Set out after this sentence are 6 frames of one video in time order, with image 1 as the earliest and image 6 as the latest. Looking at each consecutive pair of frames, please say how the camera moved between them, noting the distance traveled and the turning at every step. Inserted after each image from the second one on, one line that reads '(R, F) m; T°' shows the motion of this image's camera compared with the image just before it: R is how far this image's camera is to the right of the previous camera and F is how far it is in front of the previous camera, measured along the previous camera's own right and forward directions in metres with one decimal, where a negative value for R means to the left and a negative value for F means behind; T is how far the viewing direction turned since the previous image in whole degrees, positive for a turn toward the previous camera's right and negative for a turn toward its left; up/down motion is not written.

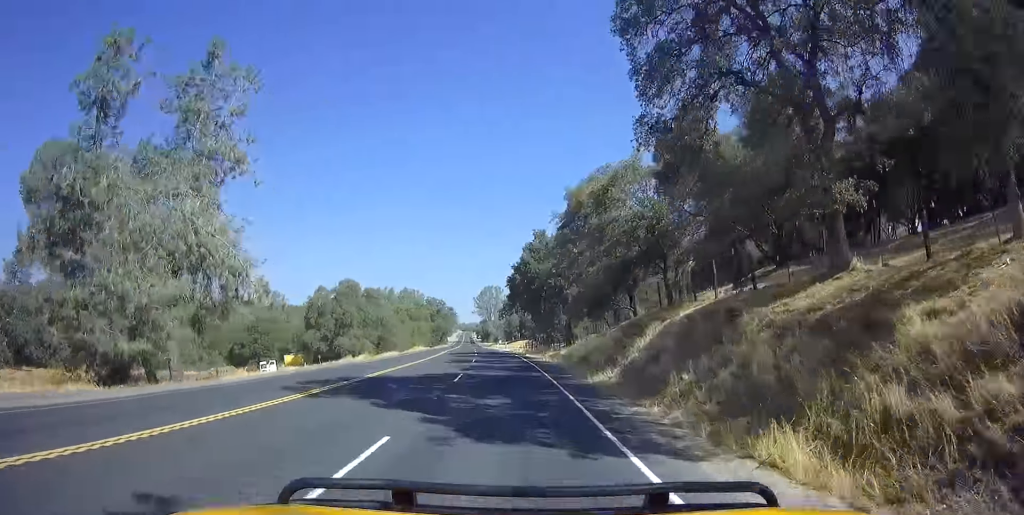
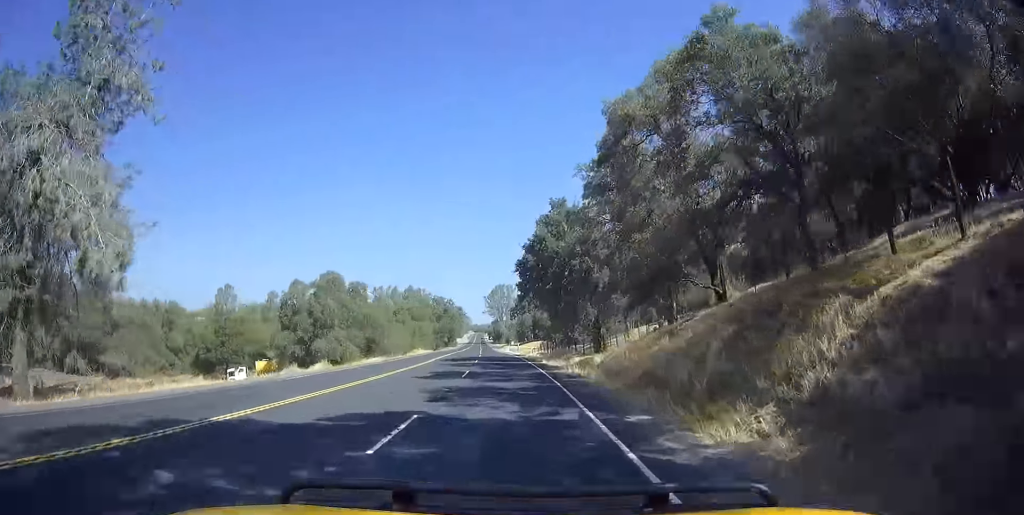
(+0.3, +12.0) m; -2°
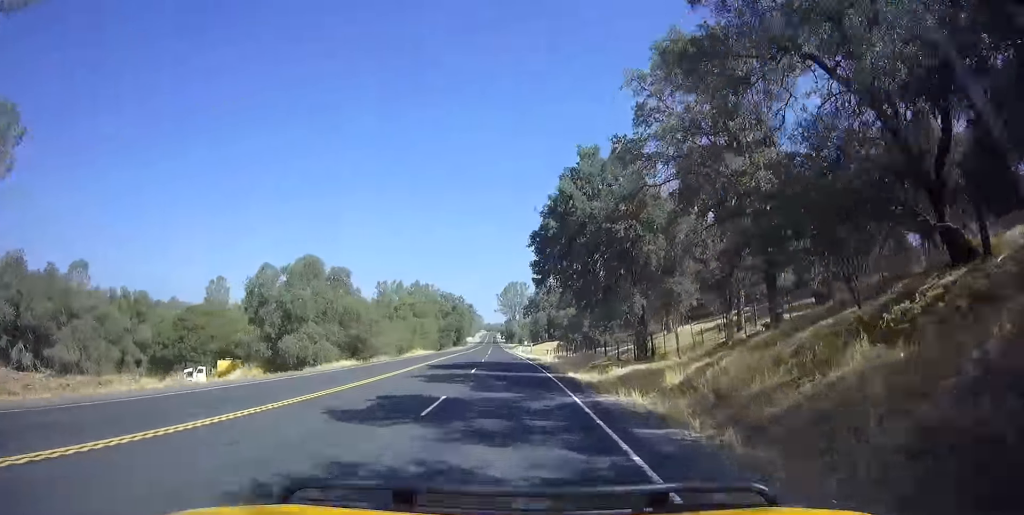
(-0.6, +11.3) m; -1°
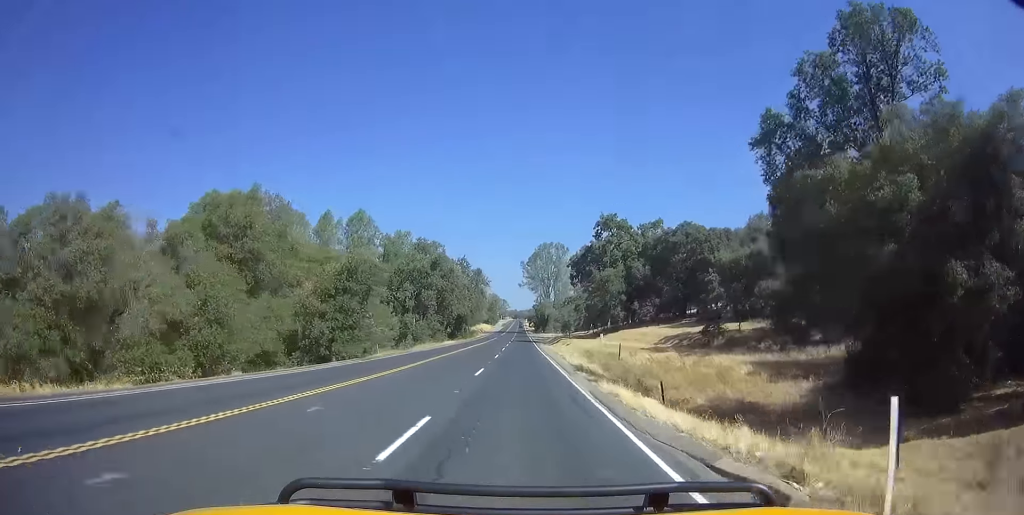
(-2.1, +78.9) m; -2°
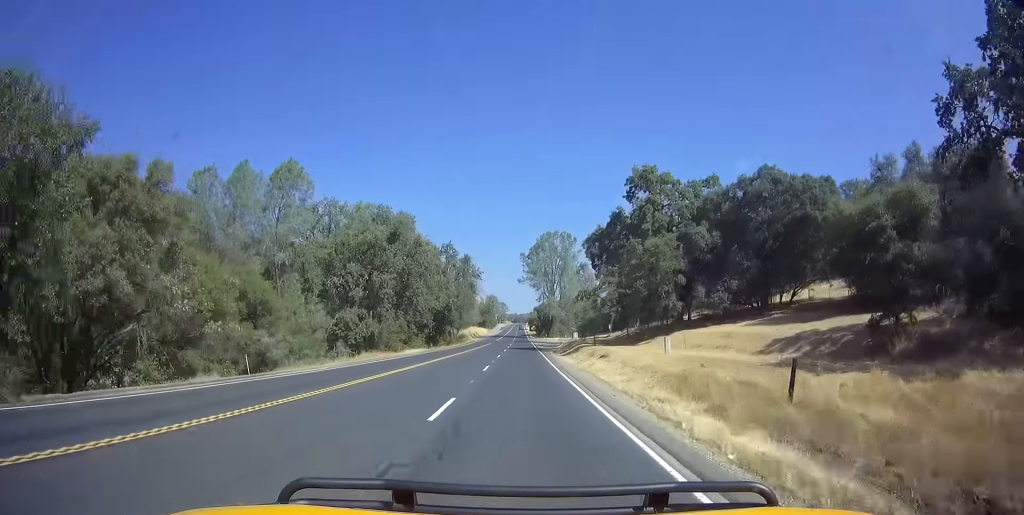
(0.0, +26.5) m; 0°
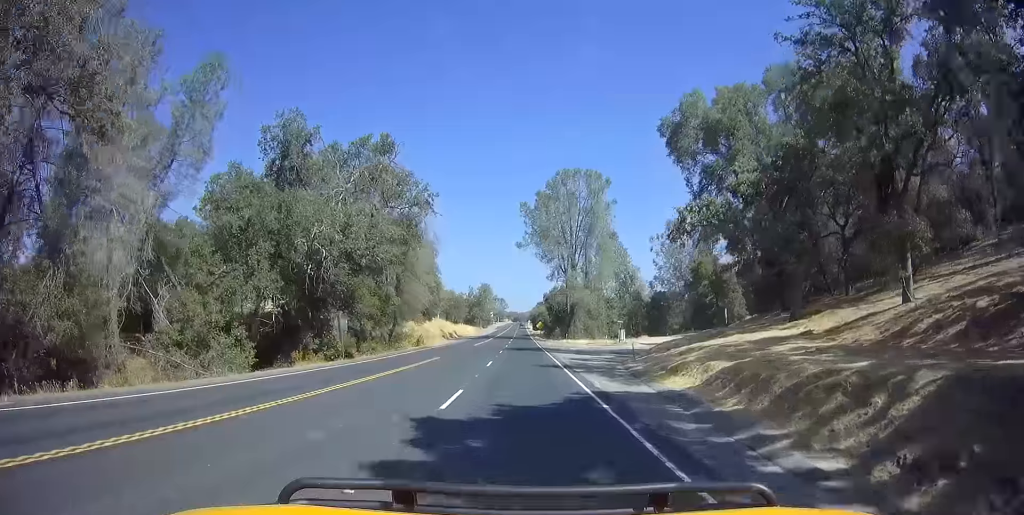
(-0.2, +56.9) m; -2°
